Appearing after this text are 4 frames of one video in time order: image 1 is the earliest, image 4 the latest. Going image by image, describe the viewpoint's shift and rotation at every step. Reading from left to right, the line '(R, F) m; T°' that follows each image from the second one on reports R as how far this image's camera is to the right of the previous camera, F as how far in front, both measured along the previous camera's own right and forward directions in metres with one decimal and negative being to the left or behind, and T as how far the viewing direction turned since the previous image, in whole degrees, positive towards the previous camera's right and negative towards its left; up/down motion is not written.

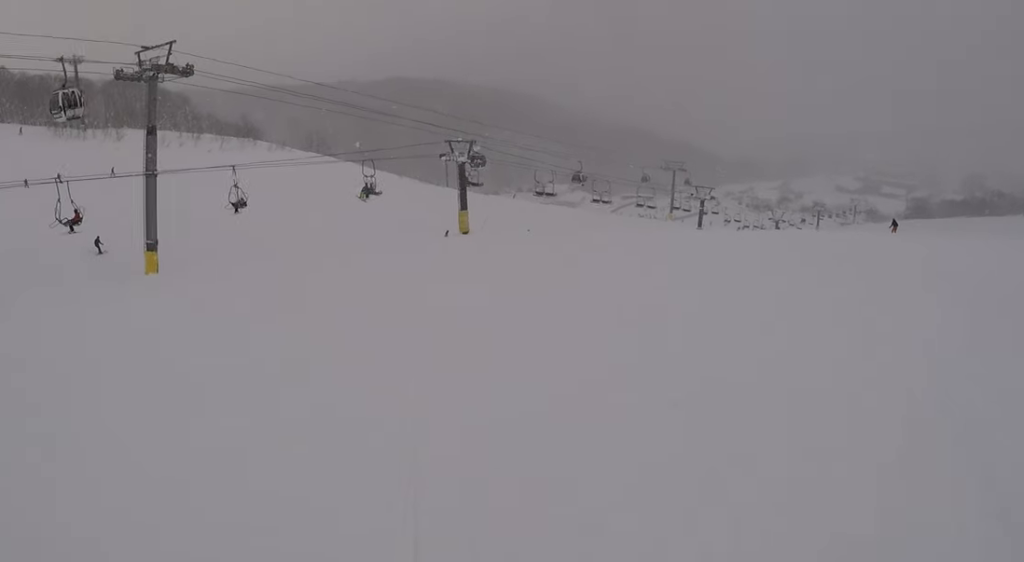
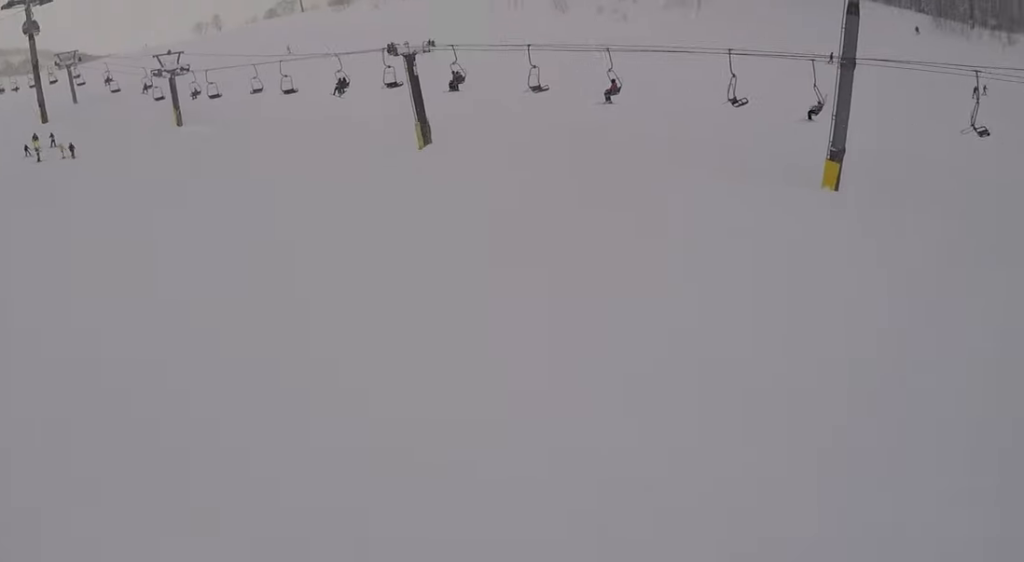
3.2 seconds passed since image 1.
(+8.9, +20.1) m; +18°
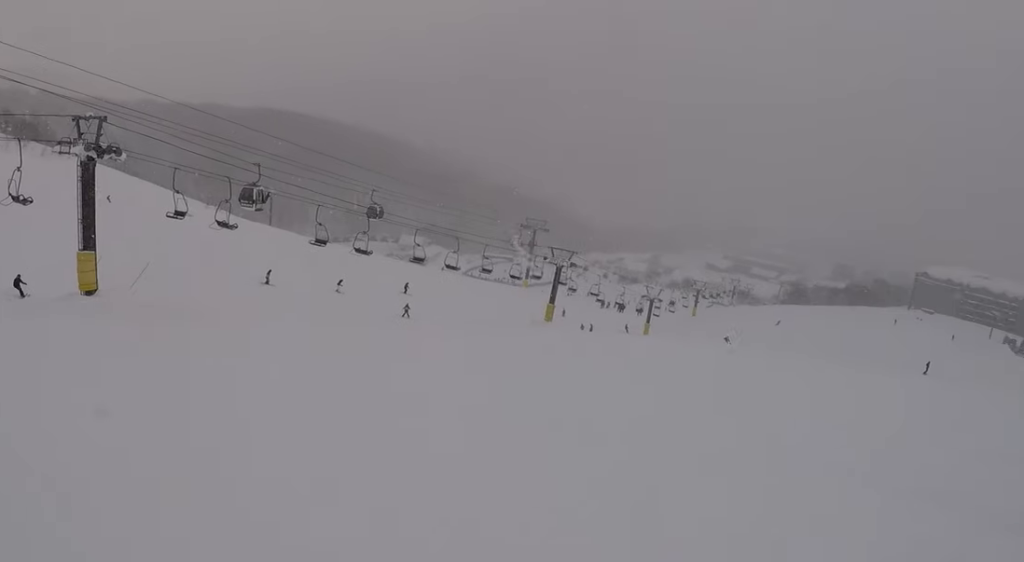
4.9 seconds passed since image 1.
(-3.4, +9.0) m; -6°
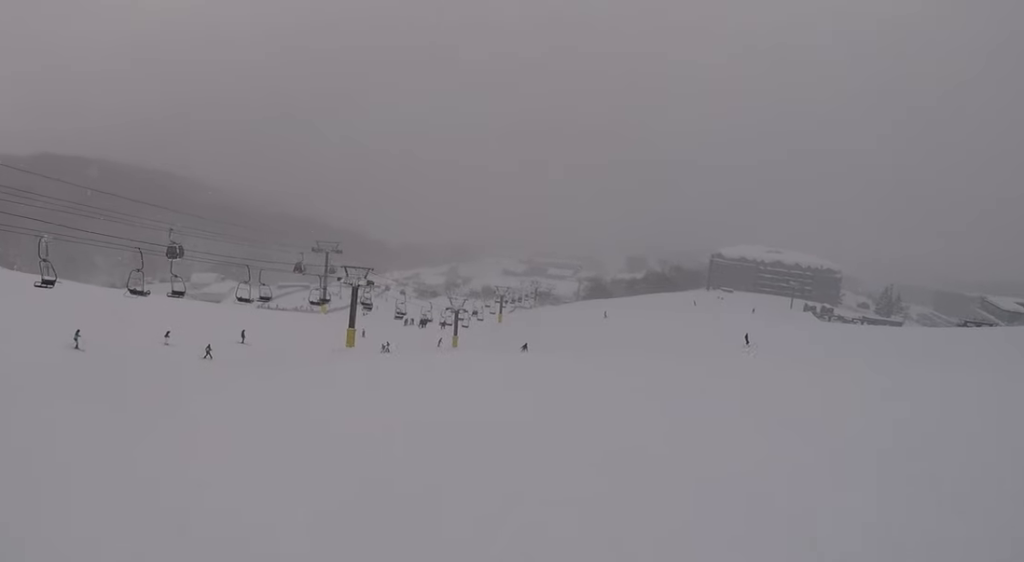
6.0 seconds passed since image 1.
(+2.3, +6.0) m; +26°
